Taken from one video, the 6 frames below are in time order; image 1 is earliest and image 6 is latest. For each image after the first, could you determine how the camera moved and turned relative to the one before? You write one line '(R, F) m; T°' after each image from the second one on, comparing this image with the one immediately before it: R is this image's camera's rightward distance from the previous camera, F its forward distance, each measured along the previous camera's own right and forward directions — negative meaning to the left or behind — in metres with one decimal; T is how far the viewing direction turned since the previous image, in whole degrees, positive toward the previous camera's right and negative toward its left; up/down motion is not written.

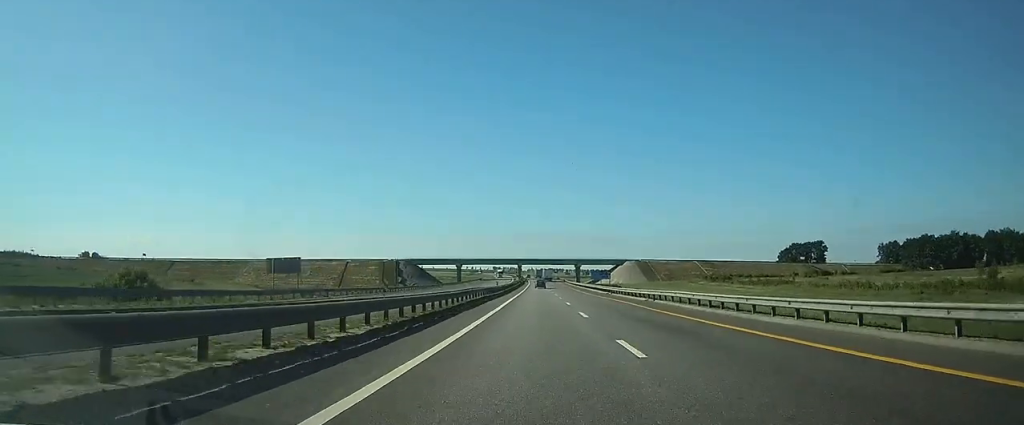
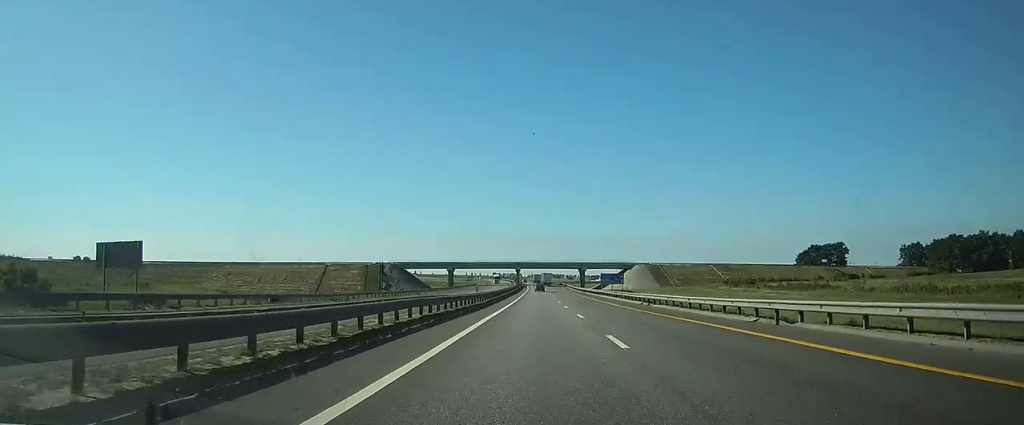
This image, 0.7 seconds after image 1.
(0.0, +22.4) m; 0°
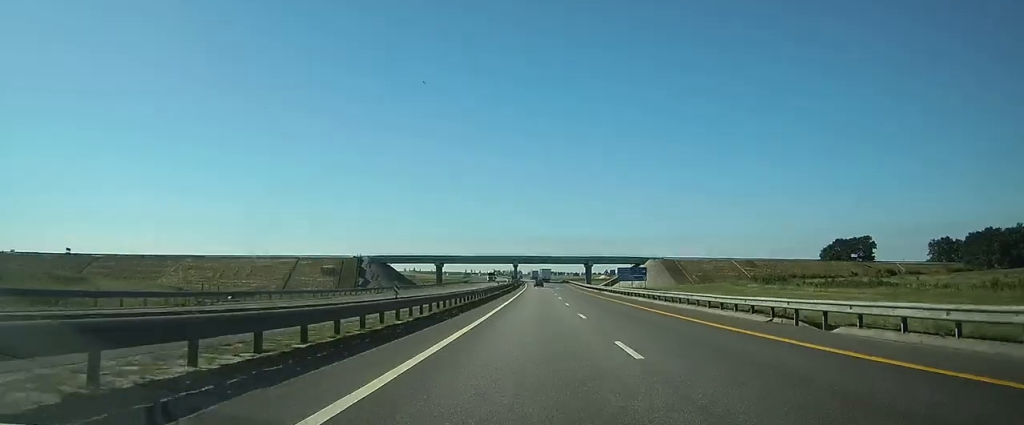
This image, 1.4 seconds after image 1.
(0.0, +25.9) m; 0°
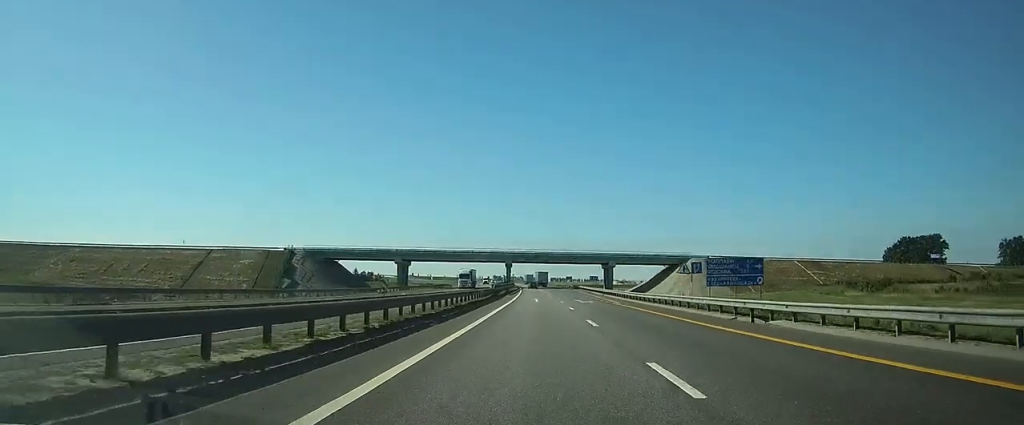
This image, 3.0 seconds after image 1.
(-0.1, +52.0) m; 0°
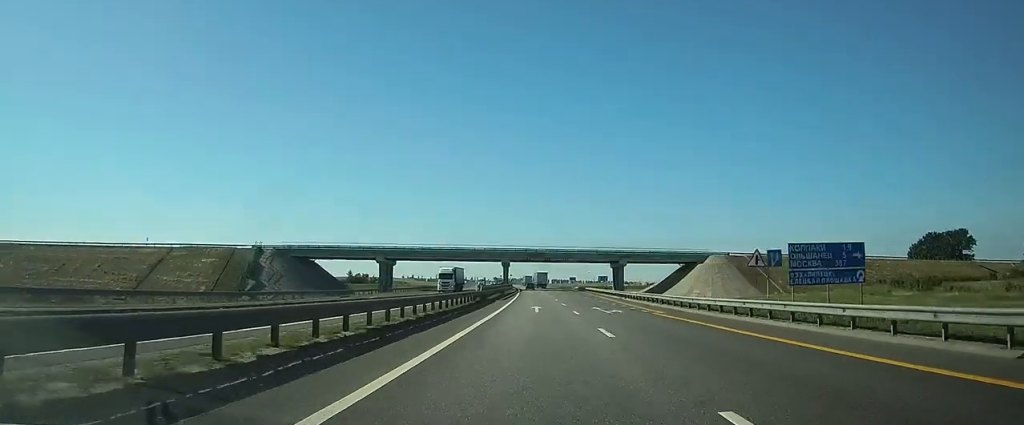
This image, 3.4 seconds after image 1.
(0.0, +15.8) m; 0°
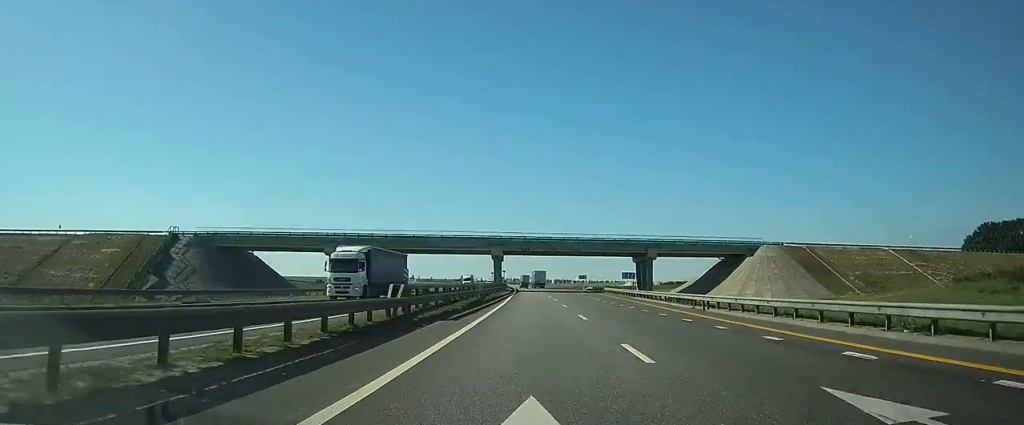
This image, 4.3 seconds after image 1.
(0.0, +29.3) m; 0°
